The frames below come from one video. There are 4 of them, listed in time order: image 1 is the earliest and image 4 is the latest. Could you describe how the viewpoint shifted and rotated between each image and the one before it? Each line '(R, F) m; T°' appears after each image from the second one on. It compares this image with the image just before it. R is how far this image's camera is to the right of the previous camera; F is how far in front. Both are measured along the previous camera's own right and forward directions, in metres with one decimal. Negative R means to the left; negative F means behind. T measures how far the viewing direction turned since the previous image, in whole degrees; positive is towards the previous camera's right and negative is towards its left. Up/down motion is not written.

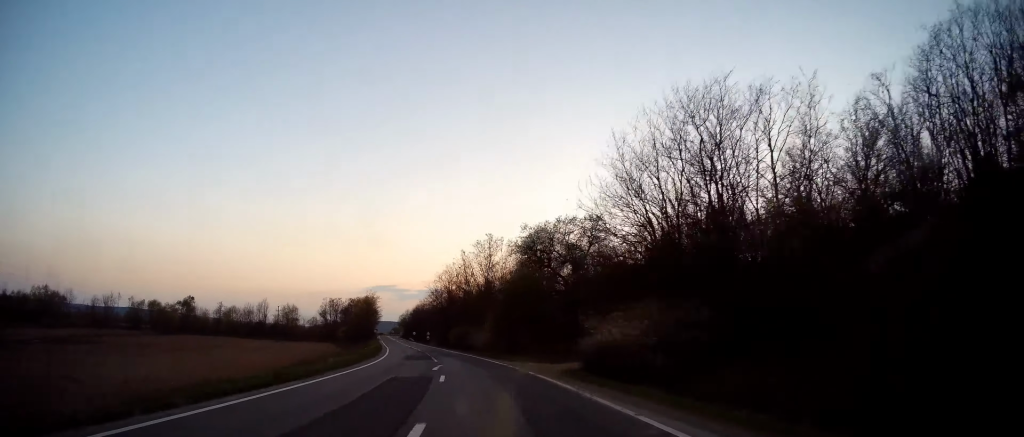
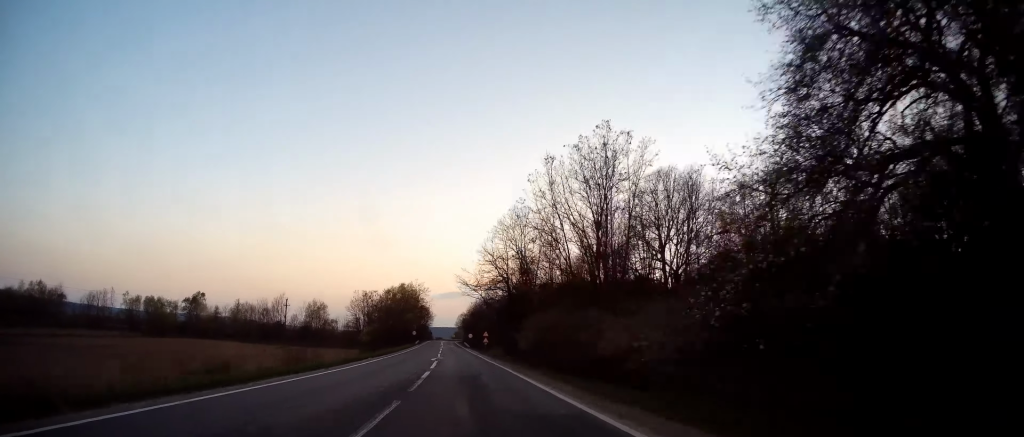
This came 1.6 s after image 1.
(-2.3, +43.8) m; -7°
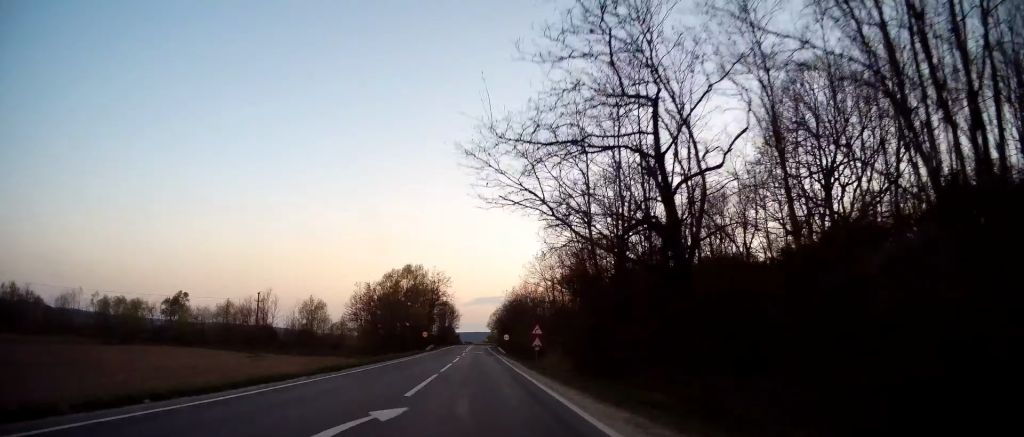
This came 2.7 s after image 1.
(-1.9, +30.6) m; -5°
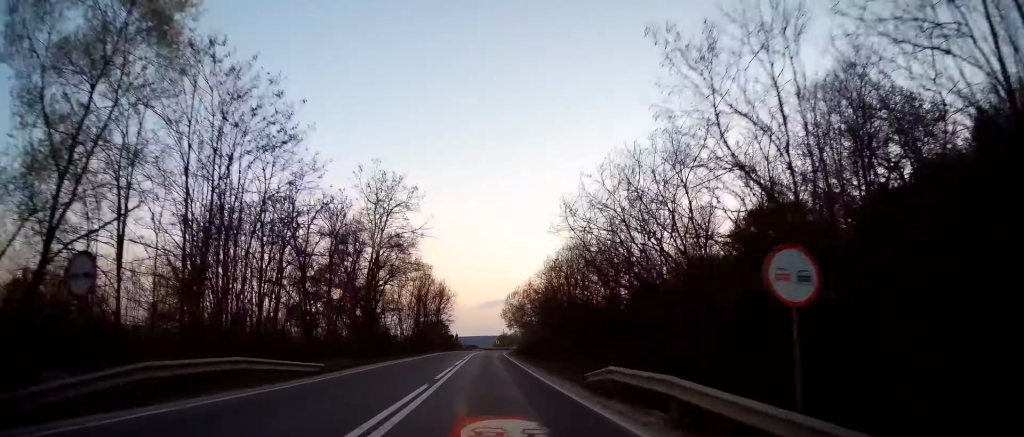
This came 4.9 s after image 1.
(-1.6, +61.7) m; -2°
